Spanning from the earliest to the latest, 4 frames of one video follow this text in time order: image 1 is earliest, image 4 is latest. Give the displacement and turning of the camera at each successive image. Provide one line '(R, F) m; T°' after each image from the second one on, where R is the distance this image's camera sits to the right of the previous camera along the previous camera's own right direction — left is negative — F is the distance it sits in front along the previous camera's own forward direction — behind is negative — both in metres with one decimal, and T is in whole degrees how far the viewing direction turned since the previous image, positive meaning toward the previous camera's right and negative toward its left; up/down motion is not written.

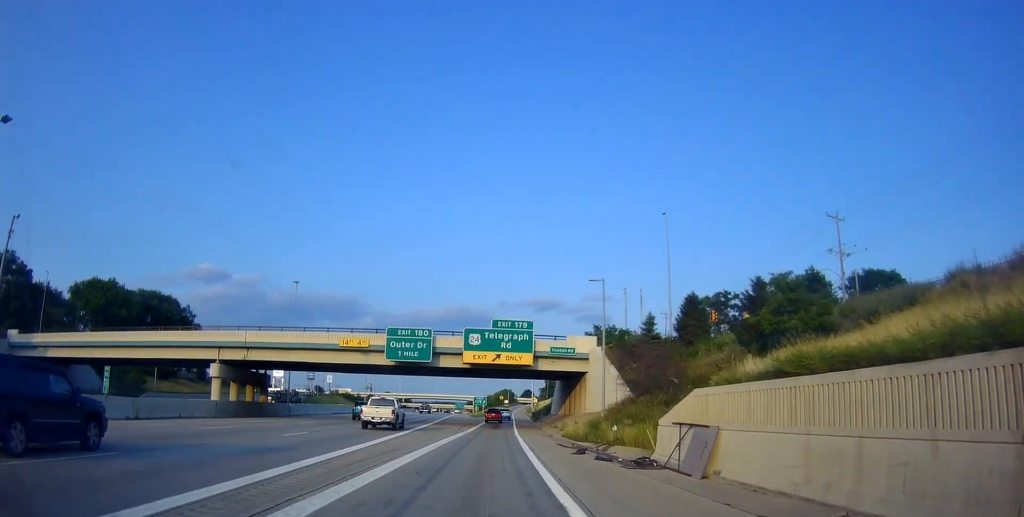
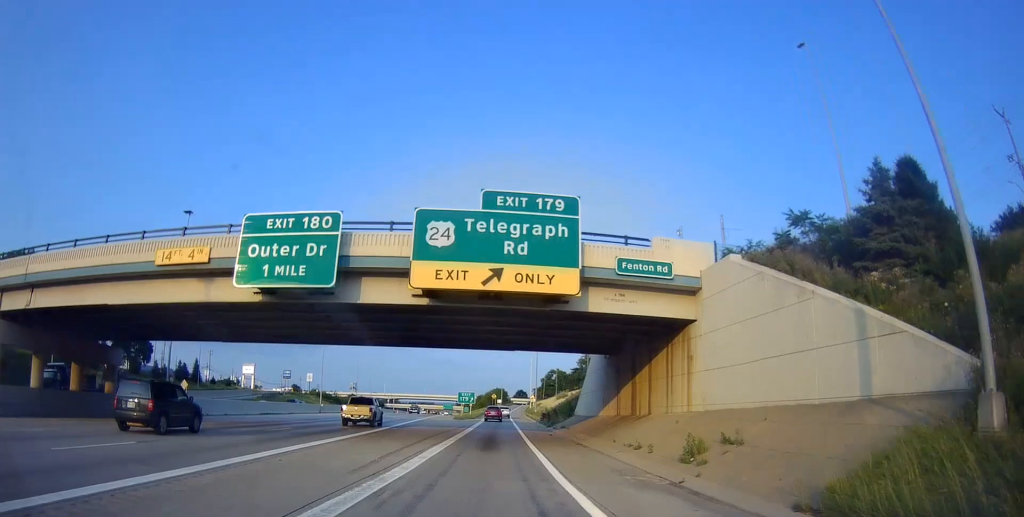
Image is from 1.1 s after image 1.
(+0.6, +28.5) m; +1°
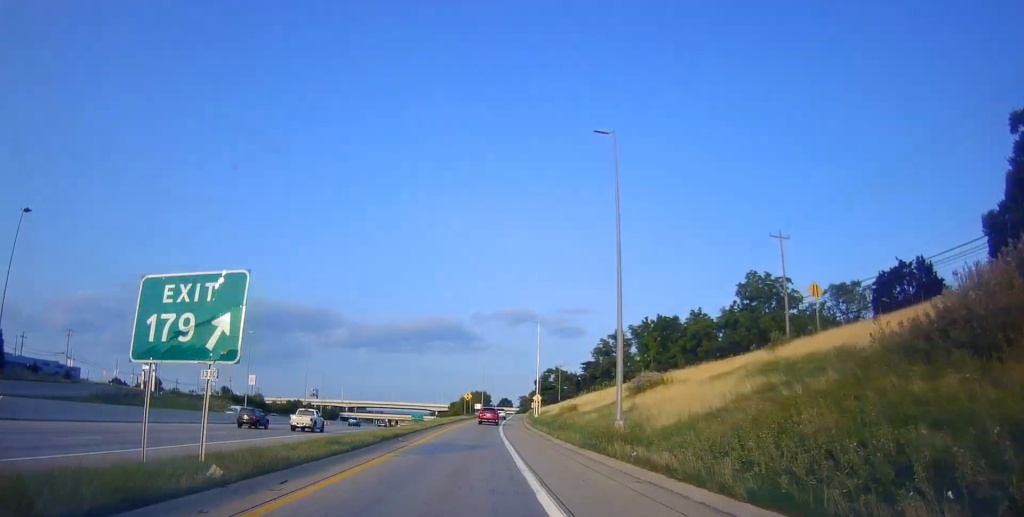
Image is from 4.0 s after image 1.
(+1.0, +74.3) m; +1°
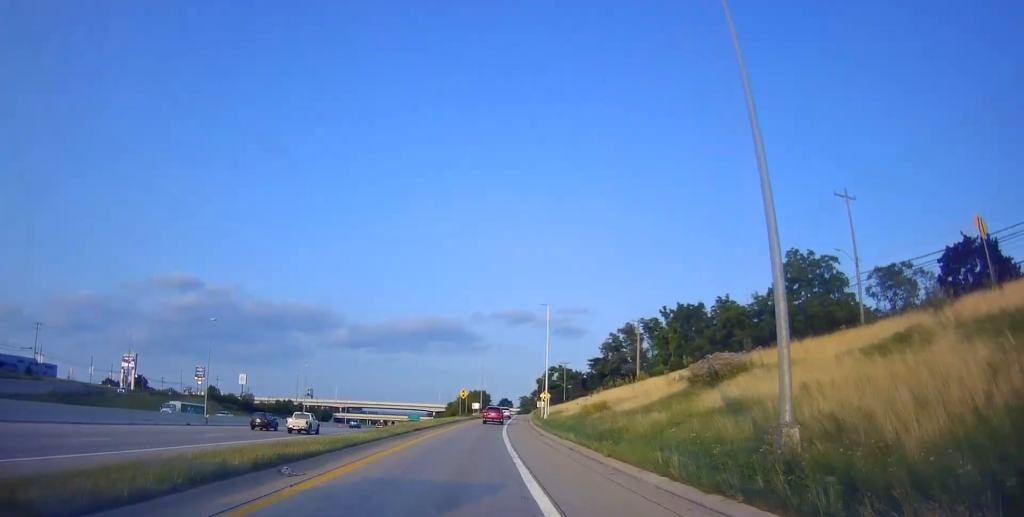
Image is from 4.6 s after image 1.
(+0.3, +13.6) m; 0°
